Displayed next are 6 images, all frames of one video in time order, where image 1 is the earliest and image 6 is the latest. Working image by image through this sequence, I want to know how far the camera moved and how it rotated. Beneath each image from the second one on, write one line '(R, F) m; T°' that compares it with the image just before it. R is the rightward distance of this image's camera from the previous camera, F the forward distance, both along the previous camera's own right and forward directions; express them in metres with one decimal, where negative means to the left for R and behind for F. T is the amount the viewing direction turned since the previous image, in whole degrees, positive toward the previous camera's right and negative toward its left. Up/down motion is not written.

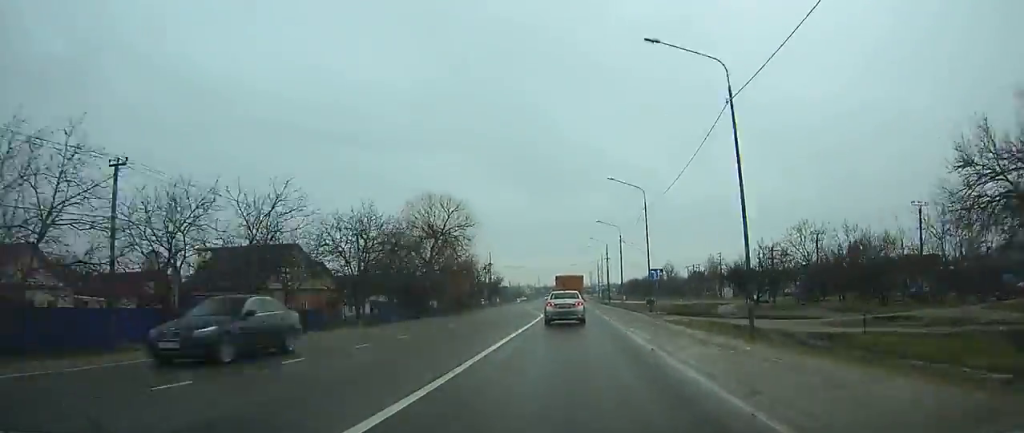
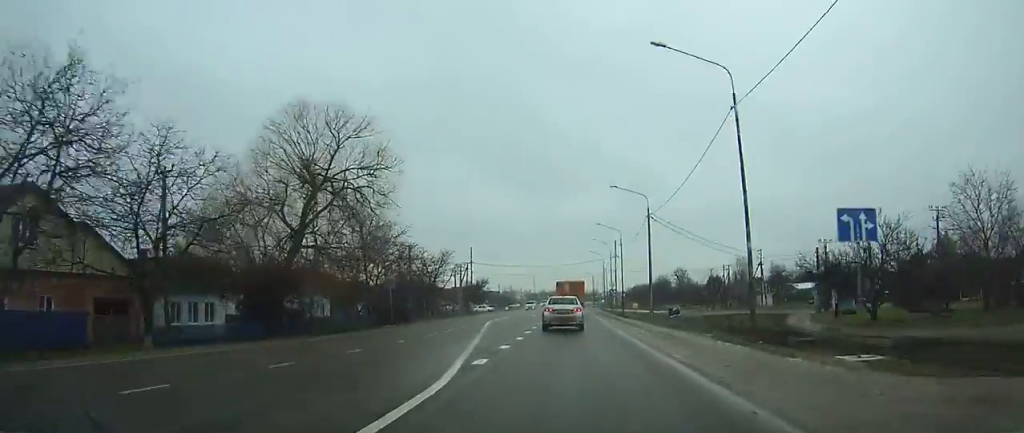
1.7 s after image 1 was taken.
(-0.1, +29.0) m; 0°
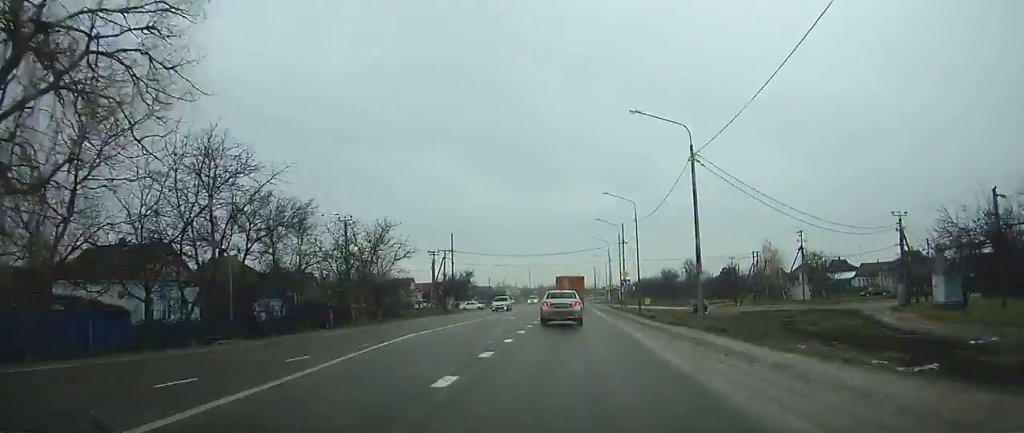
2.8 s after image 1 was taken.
(0.0, +19.6) m; 0°
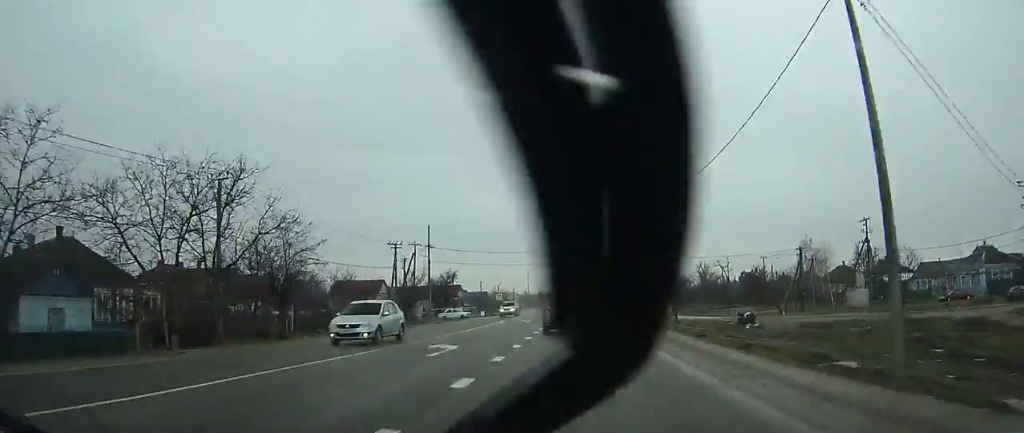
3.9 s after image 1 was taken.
(0.0, +19.5) m; 0°
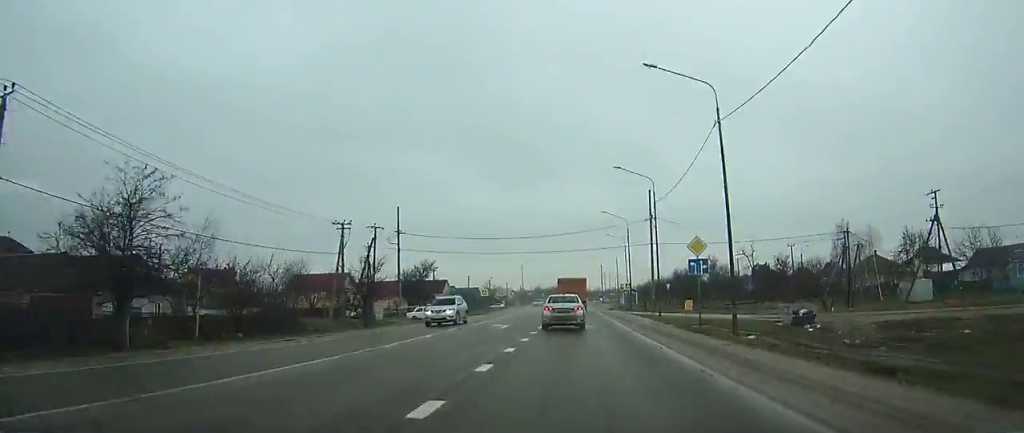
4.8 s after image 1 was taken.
(0.0, +14.8) m; 0°
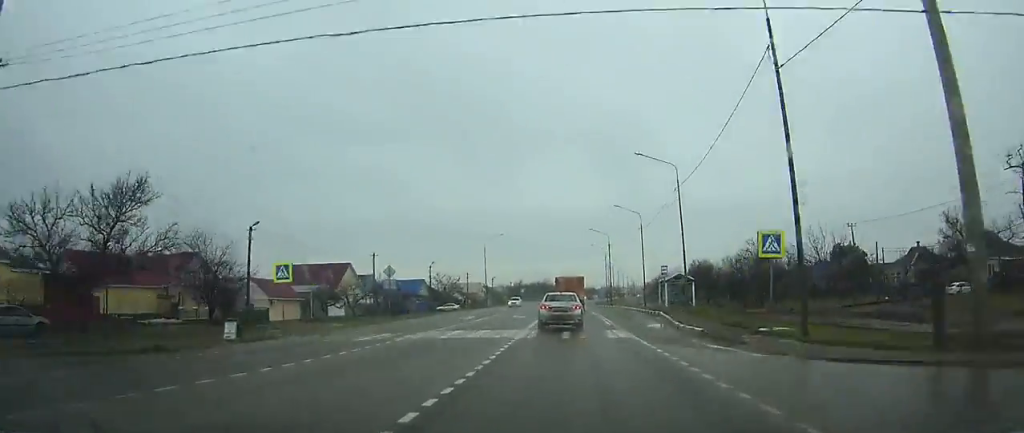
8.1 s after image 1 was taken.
(+0.1, +56.3) m; 0°
